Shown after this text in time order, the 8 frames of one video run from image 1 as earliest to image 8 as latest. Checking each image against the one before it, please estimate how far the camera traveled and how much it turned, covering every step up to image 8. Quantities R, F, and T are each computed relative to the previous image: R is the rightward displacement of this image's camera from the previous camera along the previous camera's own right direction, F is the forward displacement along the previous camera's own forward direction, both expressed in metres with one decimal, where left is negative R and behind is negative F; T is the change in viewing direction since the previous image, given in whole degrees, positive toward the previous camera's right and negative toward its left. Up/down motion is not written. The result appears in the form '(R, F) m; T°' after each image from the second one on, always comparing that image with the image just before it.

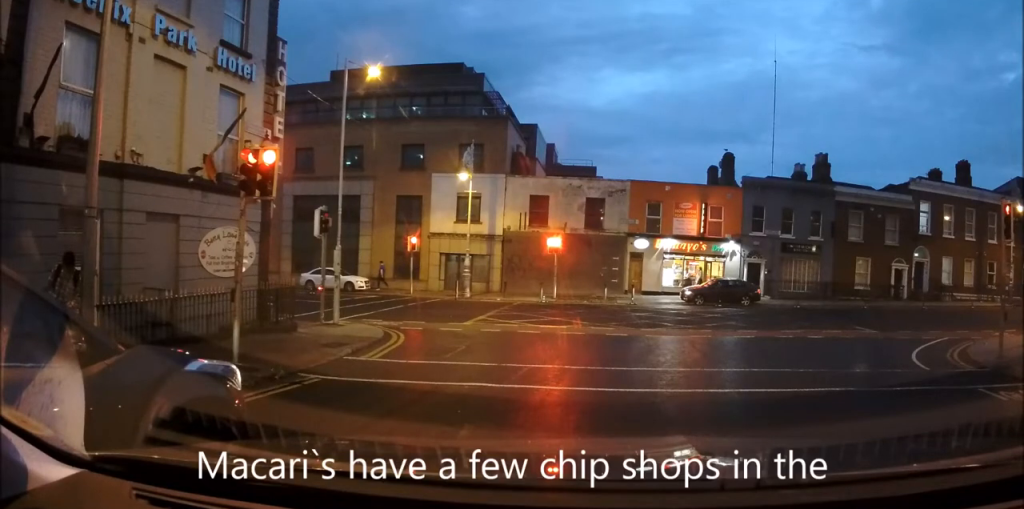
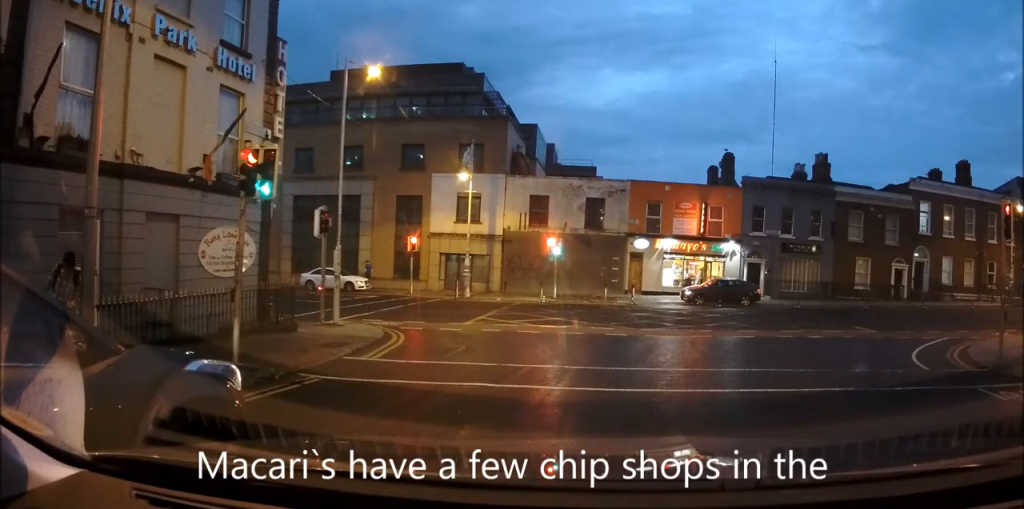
(0.0, 0.0) m; 0°
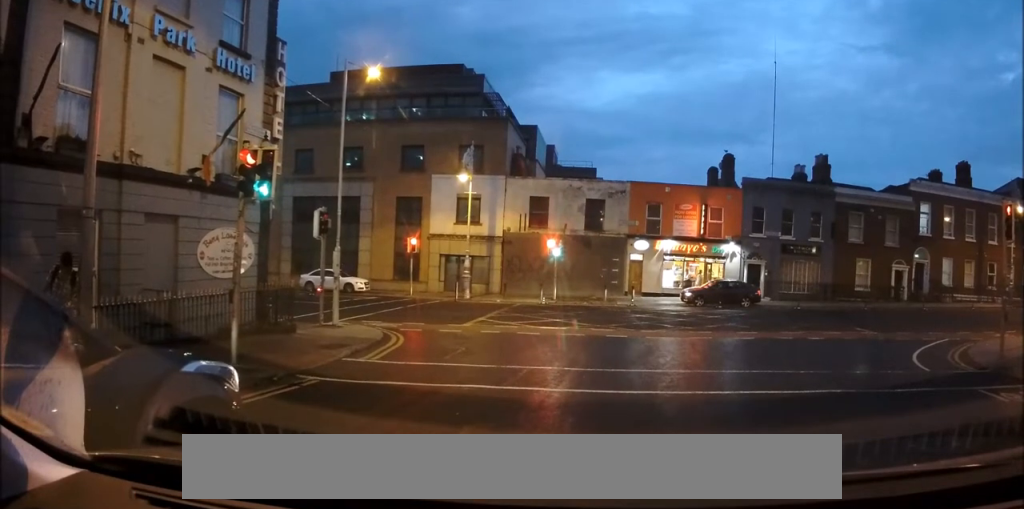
(0.0, 0.0) m; 0°
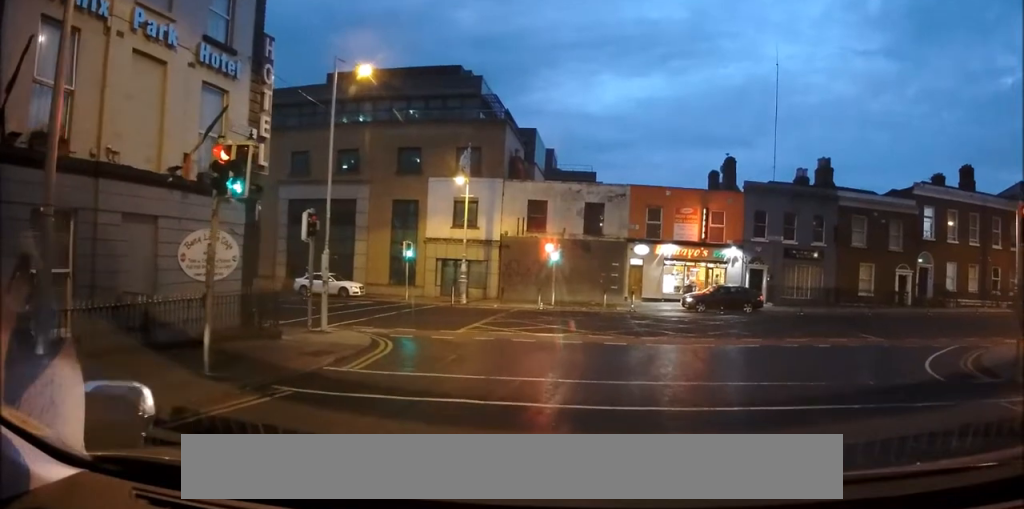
(-0.1, +0.2) m; -2°
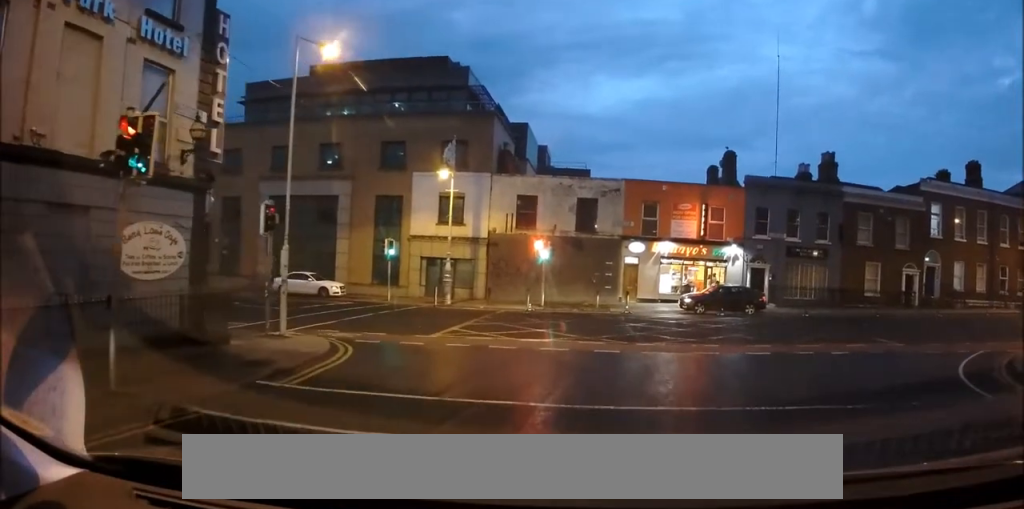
(-0.2, +0.9) m; -7°
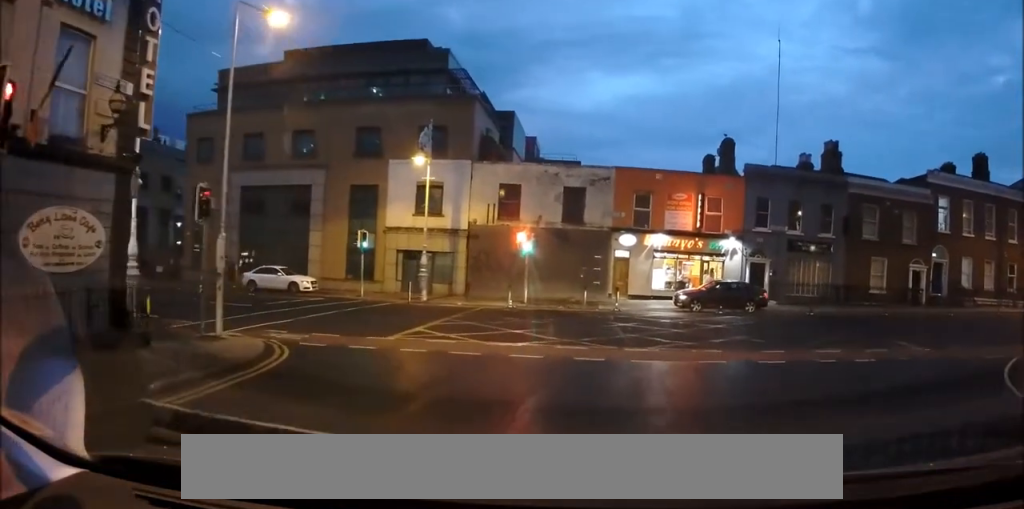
(+0.1, +1.5) m; +2°
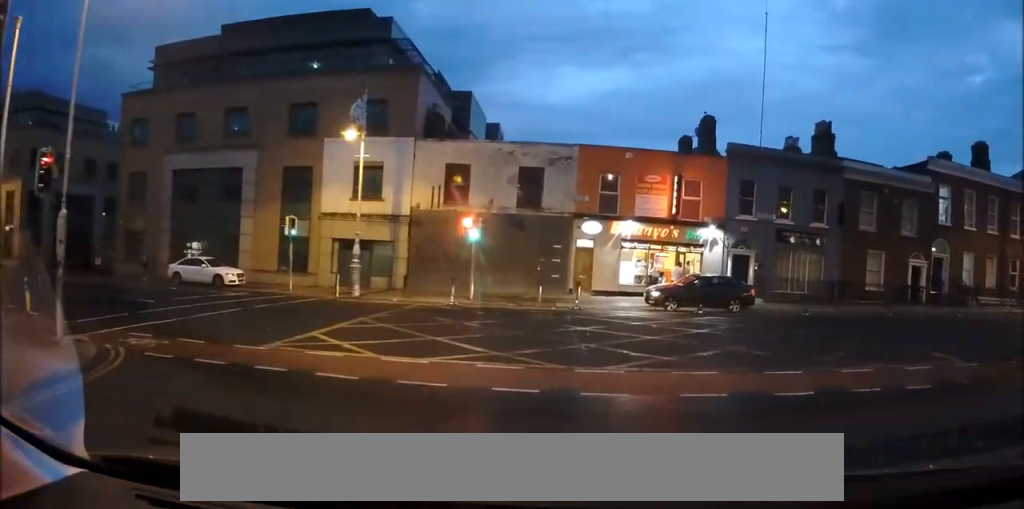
(+0.1, +2.8) m; +9°
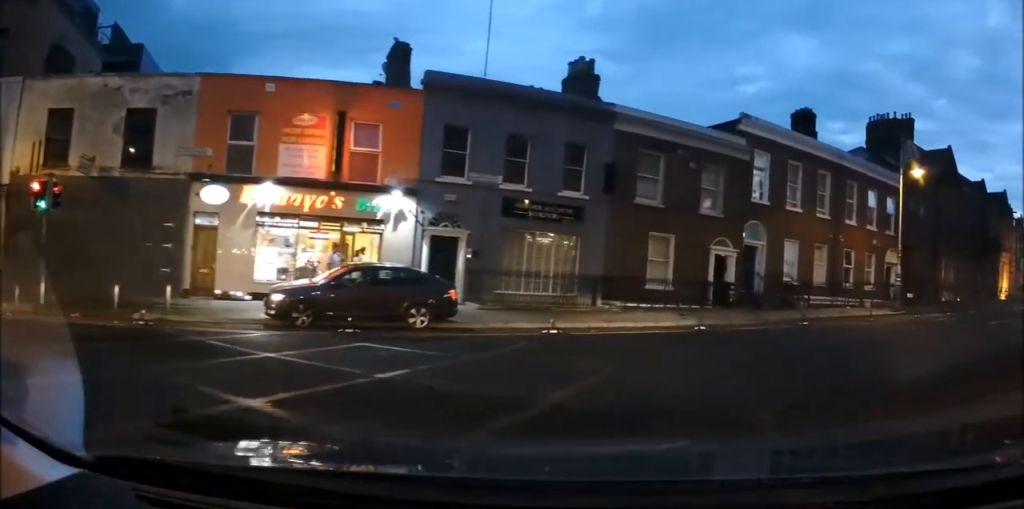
(+2.5, +8.1) m; +30°
